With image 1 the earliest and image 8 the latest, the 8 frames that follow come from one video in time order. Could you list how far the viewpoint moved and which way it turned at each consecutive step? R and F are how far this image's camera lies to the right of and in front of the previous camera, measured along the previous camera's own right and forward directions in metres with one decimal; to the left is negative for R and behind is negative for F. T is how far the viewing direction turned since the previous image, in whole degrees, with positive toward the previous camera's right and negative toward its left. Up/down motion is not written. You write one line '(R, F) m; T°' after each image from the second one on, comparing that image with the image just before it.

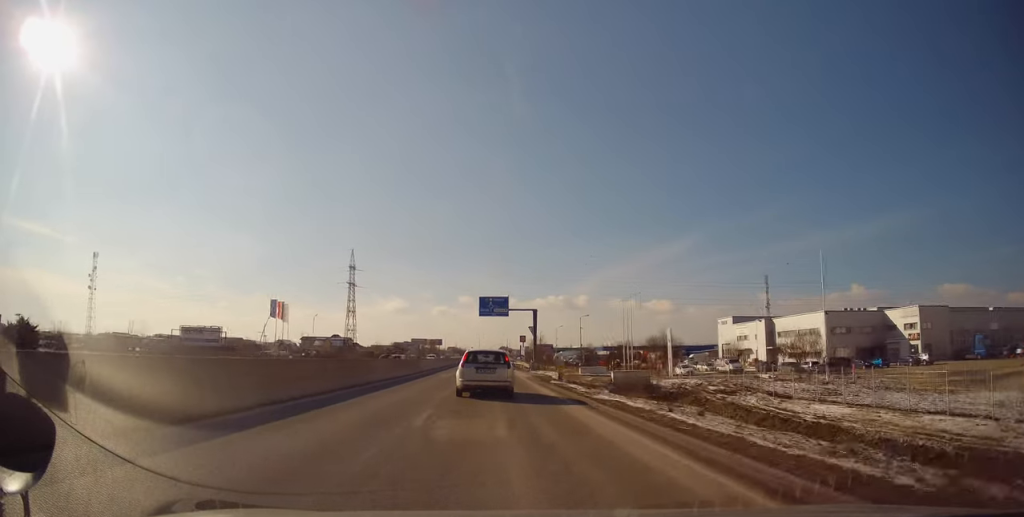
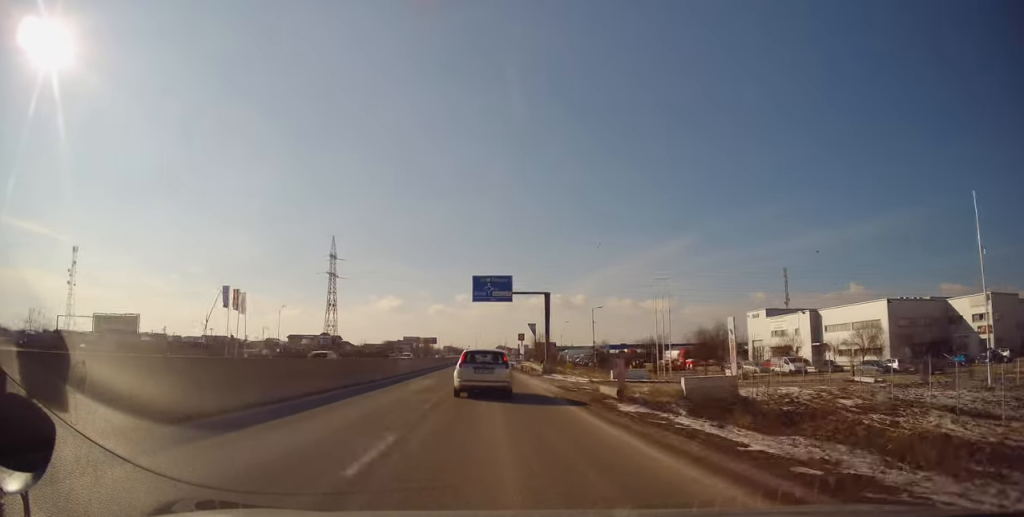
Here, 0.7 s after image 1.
(-0.3, +15.6) m; 0°
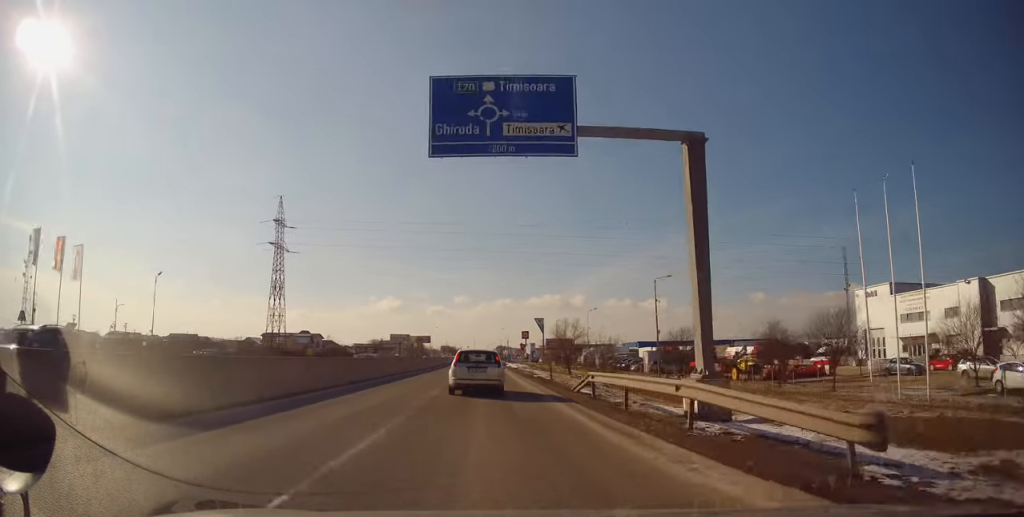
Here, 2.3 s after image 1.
(+0.6, +34.5) m; +1°
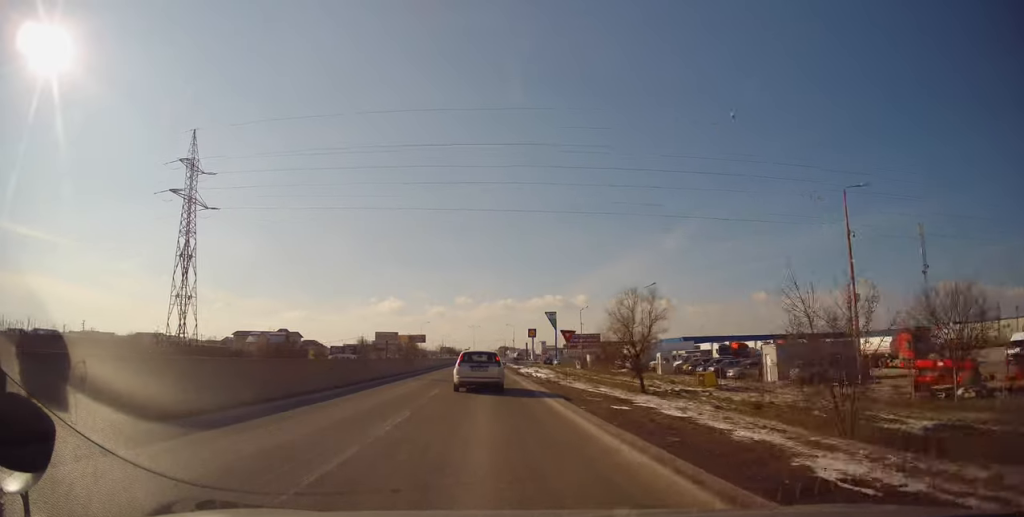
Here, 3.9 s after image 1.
(-0.3, +32.7) m; -1°
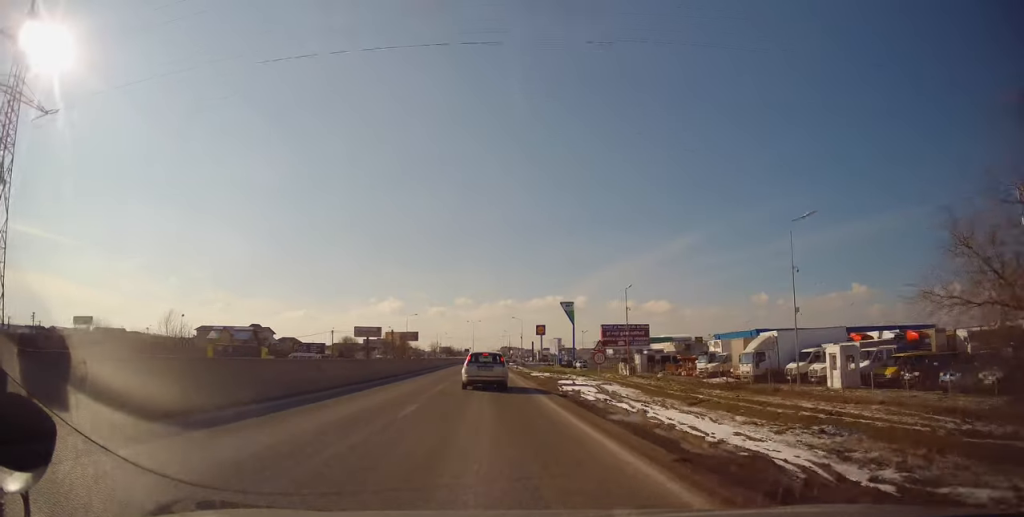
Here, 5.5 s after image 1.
(+0.6, +32.4) m; +1°
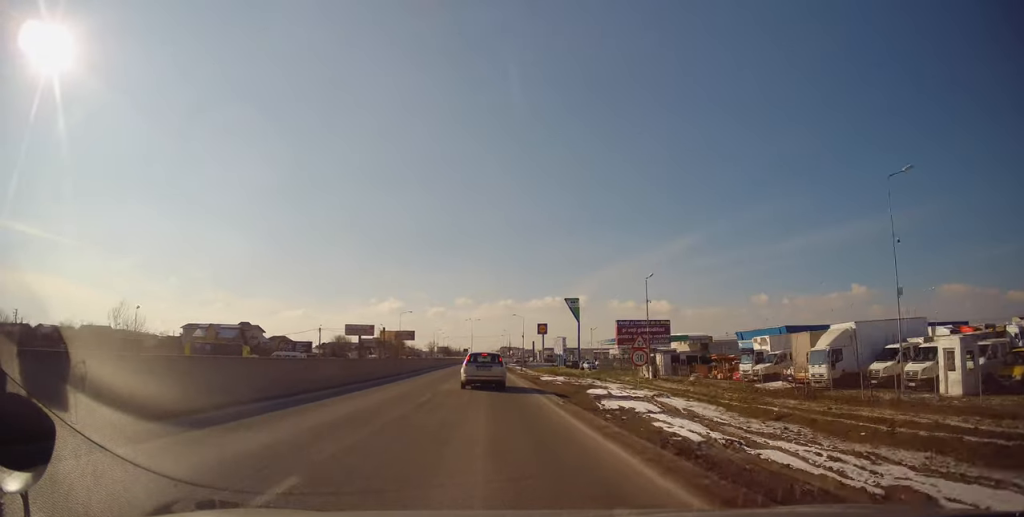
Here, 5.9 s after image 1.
(-0.2, +9.2) m; 0°
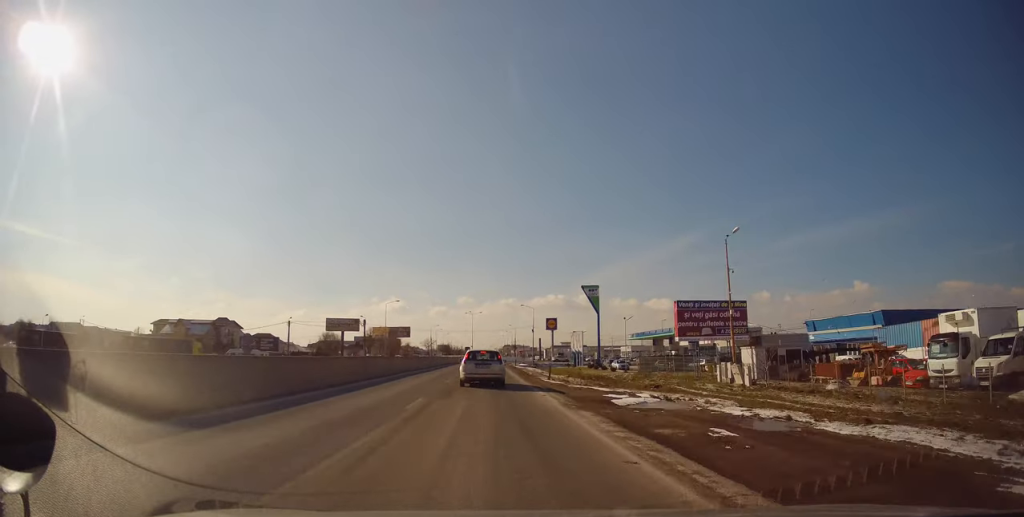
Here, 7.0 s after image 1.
(-0.4, +20.1) m; +1°
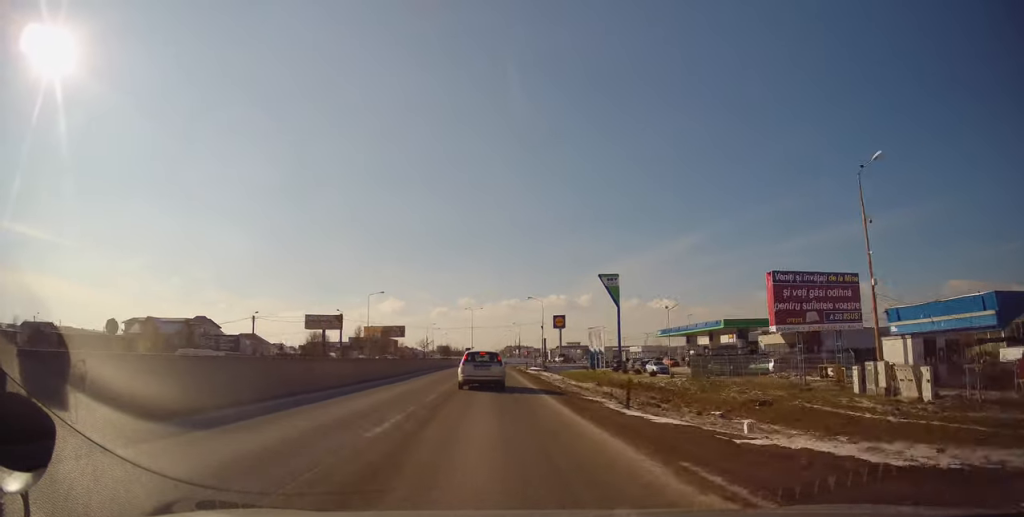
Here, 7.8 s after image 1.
(+0.6, +15.8) m; +1°
